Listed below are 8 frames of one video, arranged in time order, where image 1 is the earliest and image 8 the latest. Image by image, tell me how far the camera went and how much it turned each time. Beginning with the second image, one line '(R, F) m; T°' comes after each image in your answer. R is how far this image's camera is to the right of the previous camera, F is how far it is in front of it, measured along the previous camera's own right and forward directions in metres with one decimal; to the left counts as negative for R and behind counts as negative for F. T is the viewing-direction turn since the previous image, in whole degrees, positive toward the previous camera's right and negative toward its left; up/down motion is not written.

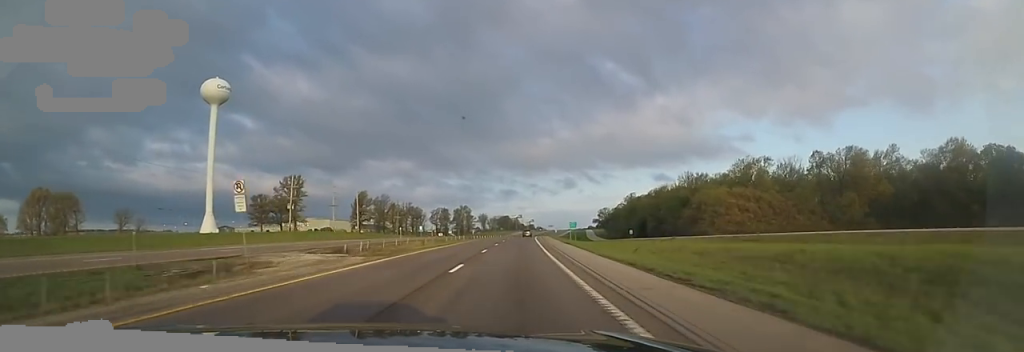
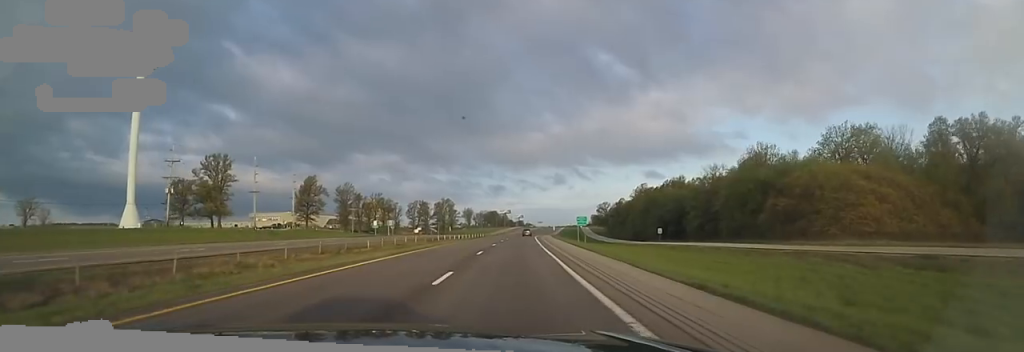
(-0.6, +41.1) m; +1°
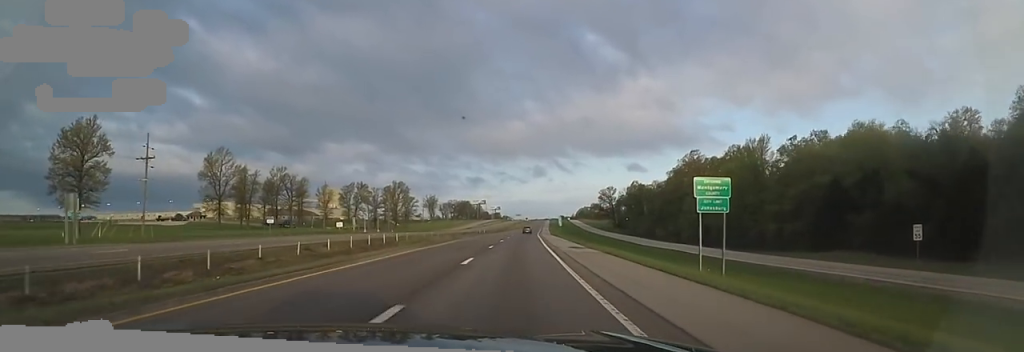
(+4.0, +79.9) m; +3°
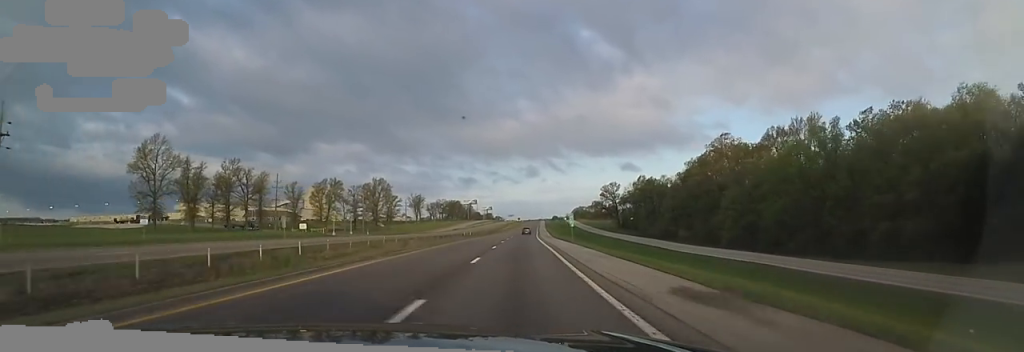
(-0.1, +23.7) m; 0°
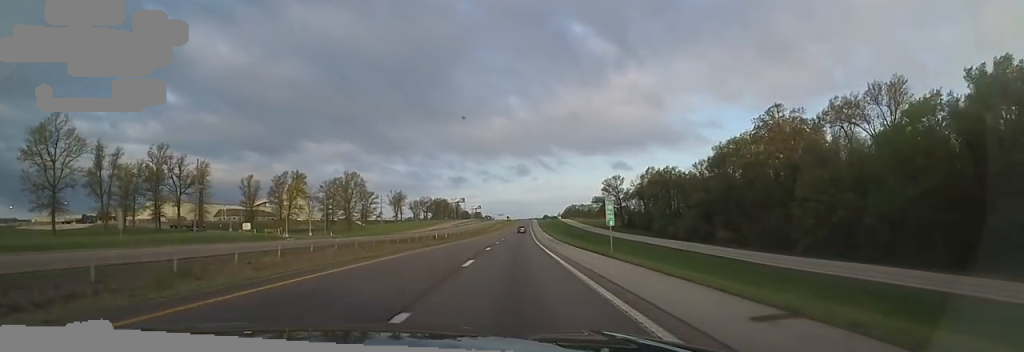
(0.0, +26.1) m; +1°
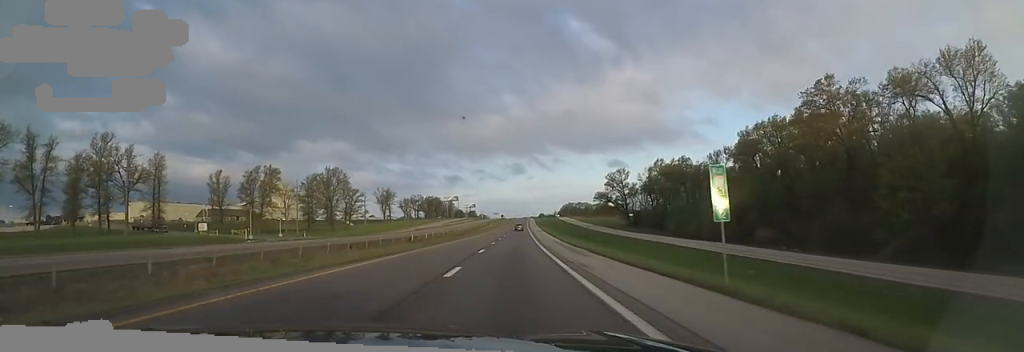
(0.0, +15.9) m; +1°
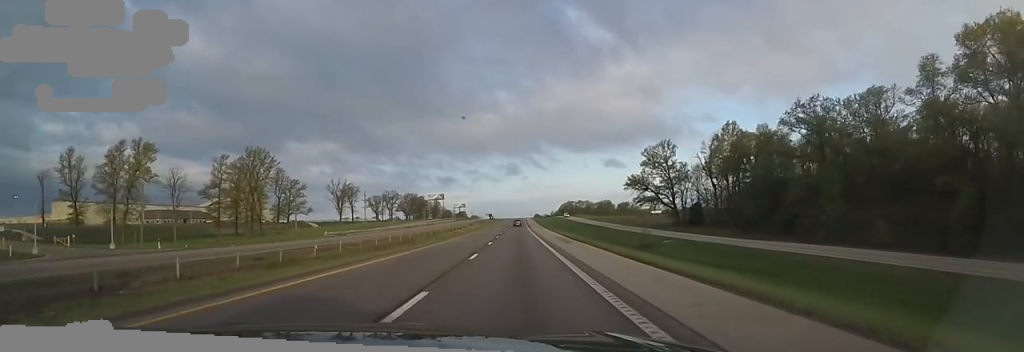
(+0.5, +55.0) m; +1°
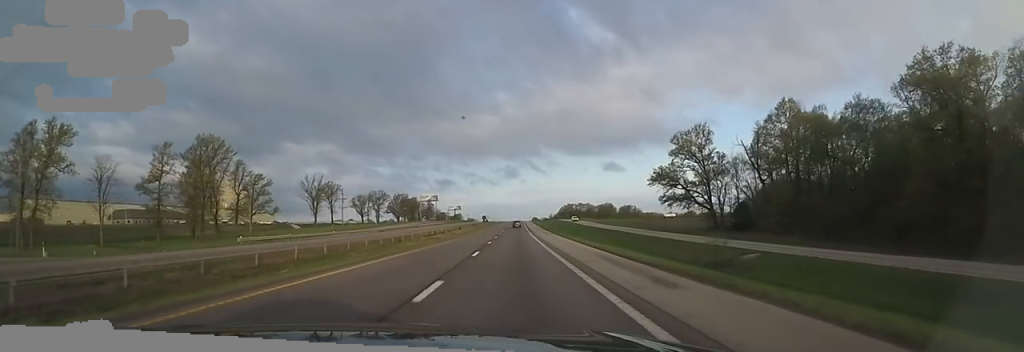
(+0.4, +22.1) m; 0°
